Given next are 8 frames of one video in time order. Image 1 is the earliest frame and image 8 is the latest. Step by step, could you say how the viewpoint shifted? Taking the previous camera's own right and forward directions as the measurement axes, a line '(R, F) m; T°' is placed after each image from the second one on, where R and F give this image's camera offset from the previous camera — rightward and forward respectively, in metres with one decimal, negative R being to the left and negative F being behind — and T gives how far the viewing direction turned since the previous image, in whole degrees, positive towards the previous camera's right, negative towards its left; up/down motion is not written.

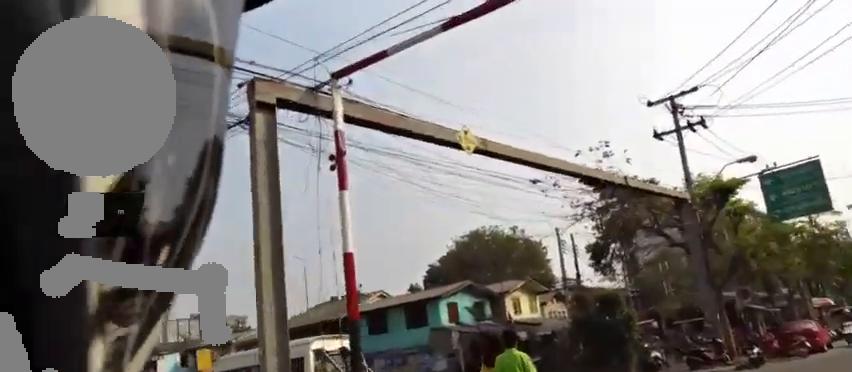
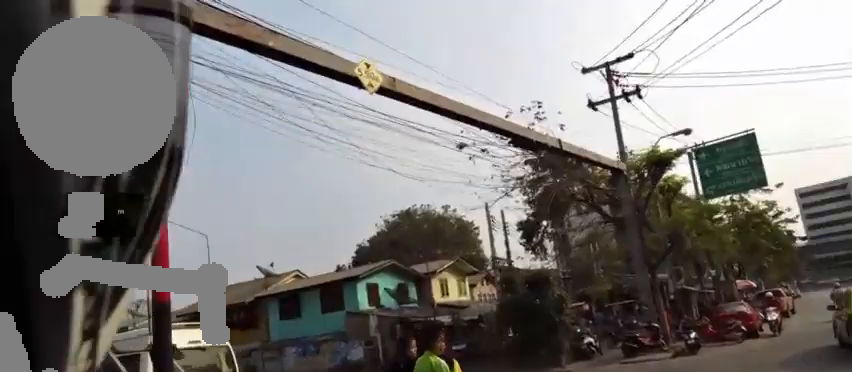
(+0.2, +2.2) m; +10°
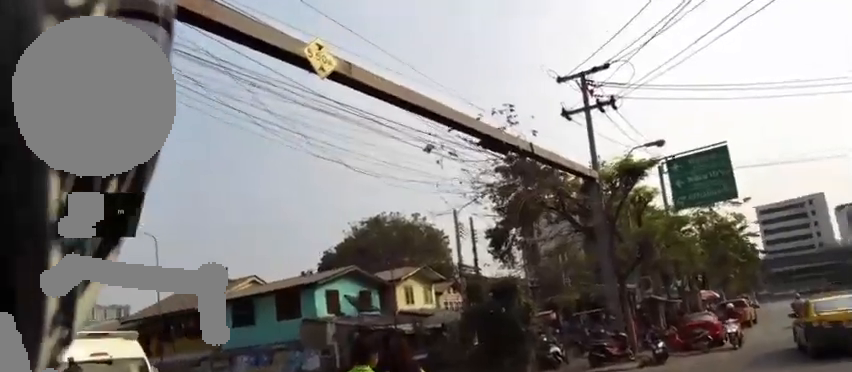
(+0.1, +1.3) m; +4°
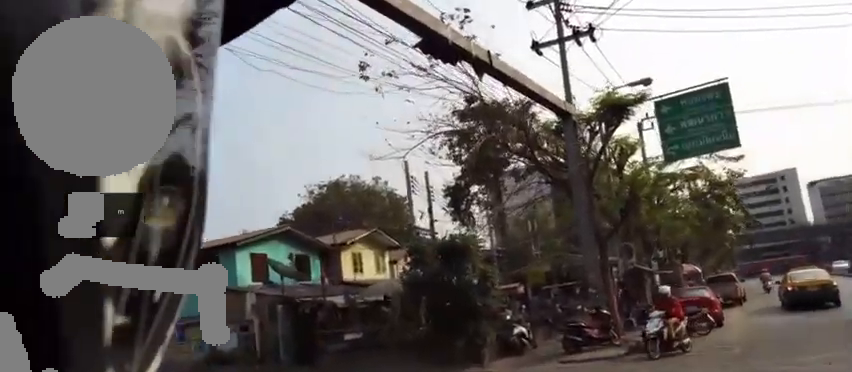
(+0.9, +5.5) m; +13°
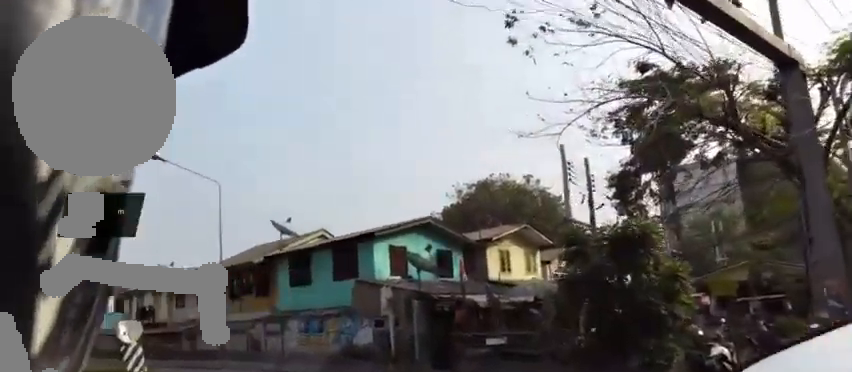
(+0.1, +2.4) m; -7°
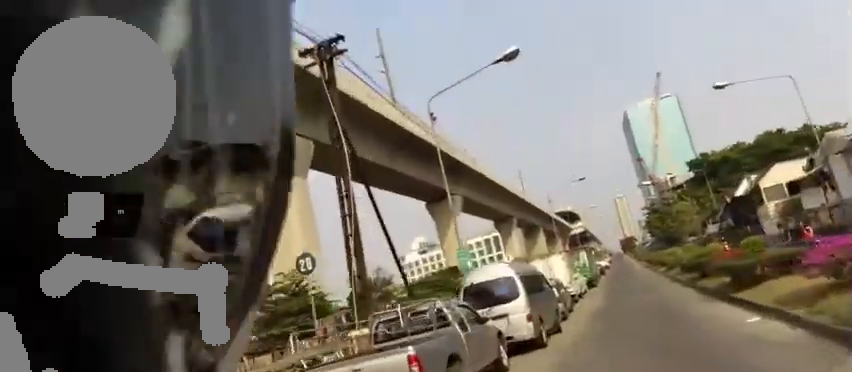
(-6.0, +8.3) m; -58°
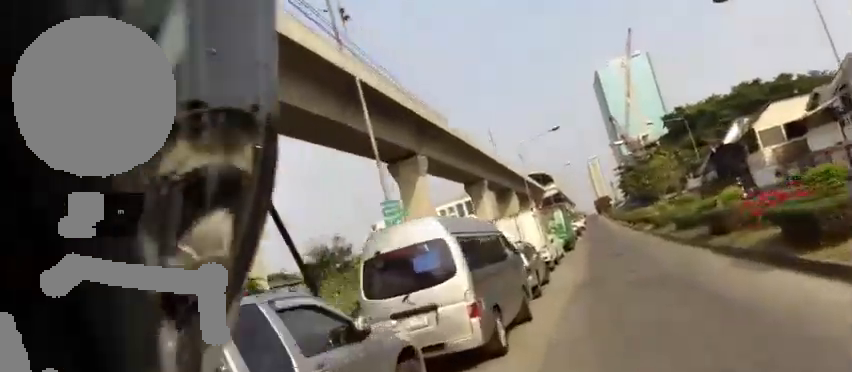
(-0.2, +3.7) m; -5°
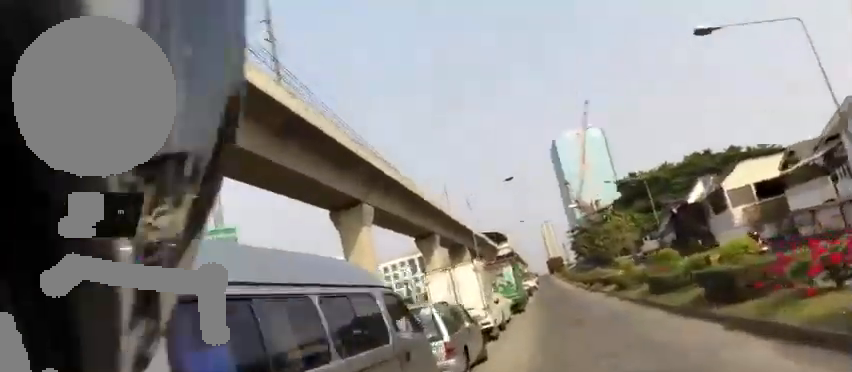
(-0.1, +3.7) m; -3°
